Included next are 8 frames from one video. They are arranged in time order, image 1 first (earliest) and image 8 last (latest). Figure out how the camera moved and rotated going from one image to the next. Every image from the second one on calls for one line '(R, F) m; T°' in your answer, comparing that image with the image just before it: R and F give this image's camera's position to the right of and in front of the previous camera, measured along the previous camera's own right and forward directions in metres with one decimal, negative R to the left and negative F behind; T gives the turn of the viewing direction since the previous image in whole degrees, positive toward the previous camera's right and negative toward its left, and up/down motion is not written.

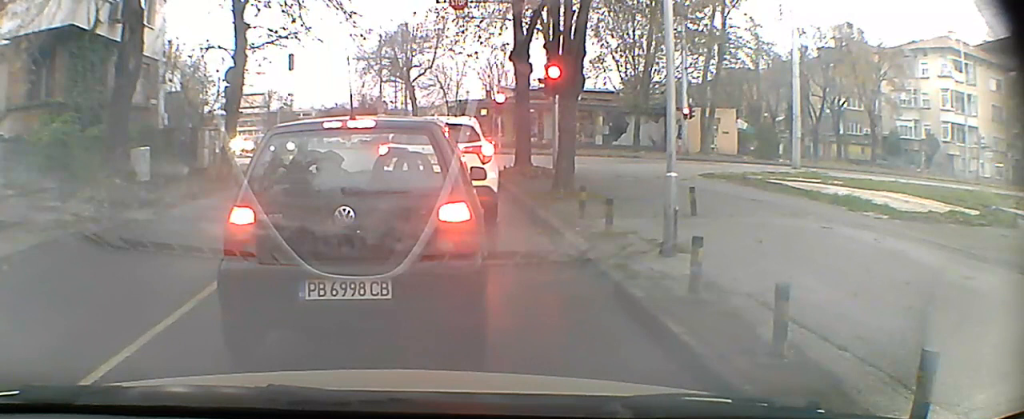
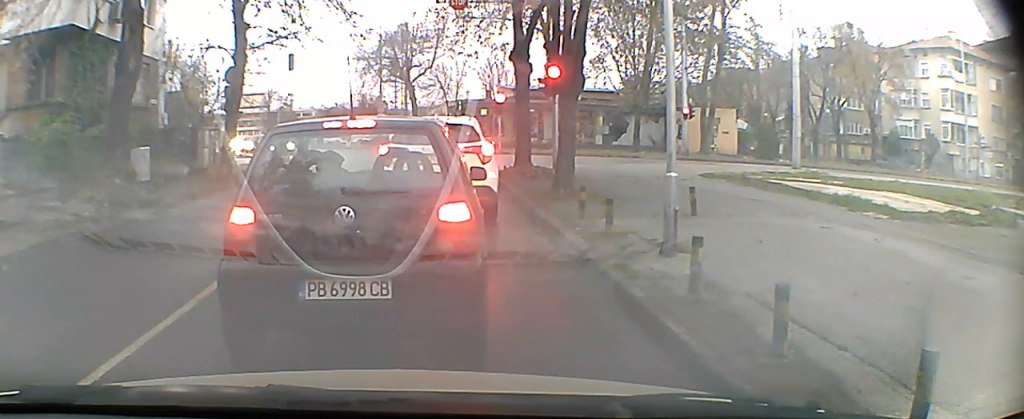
(0.0, 0.0) m; 0°
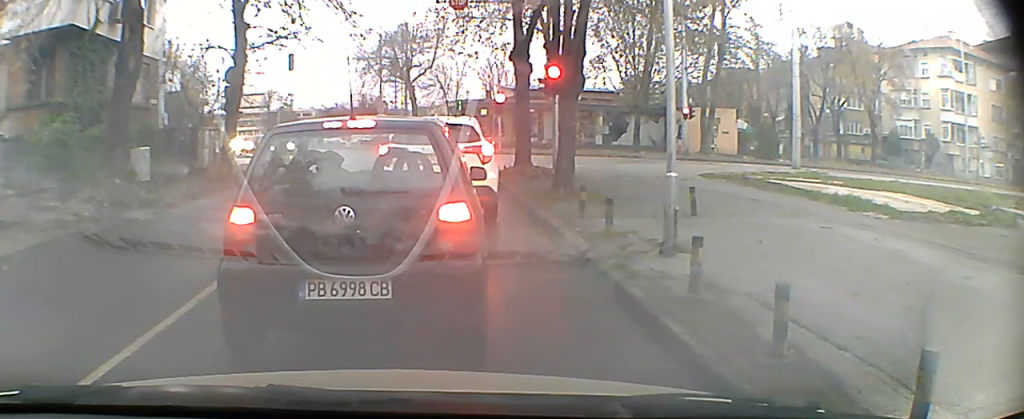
(0.0, 0.0) m; 0°
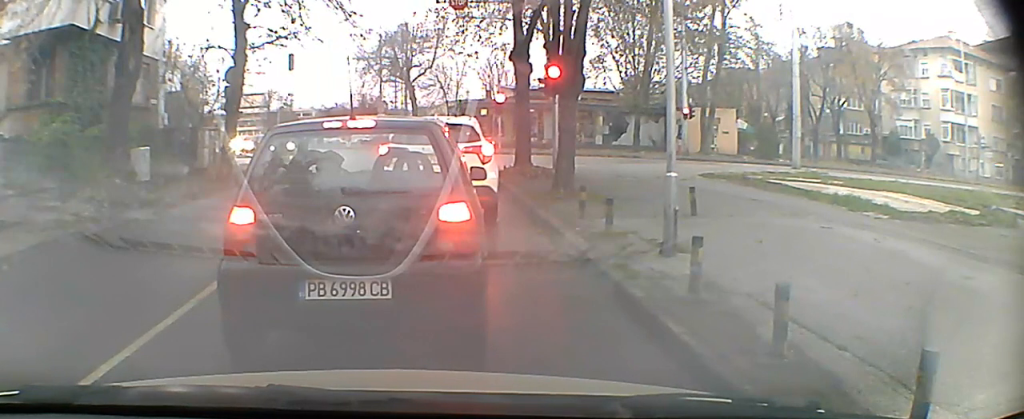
(0.0, 0.0) m; 0°
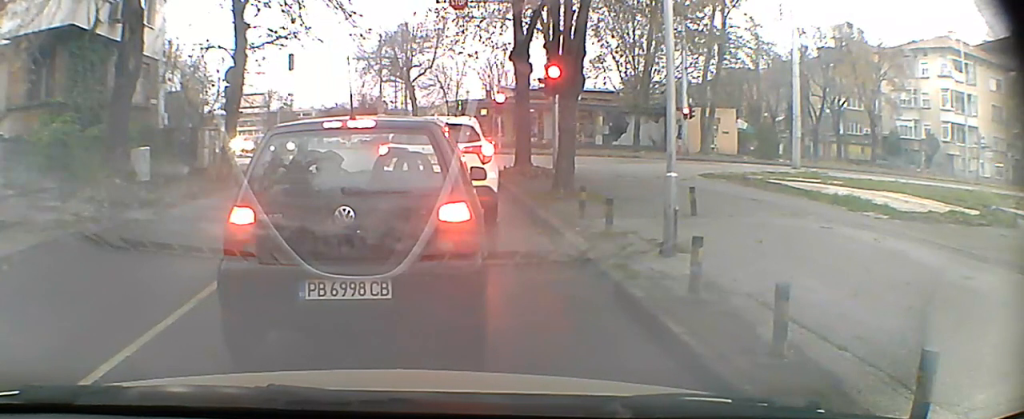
(0.0, 0.0) m; 0°
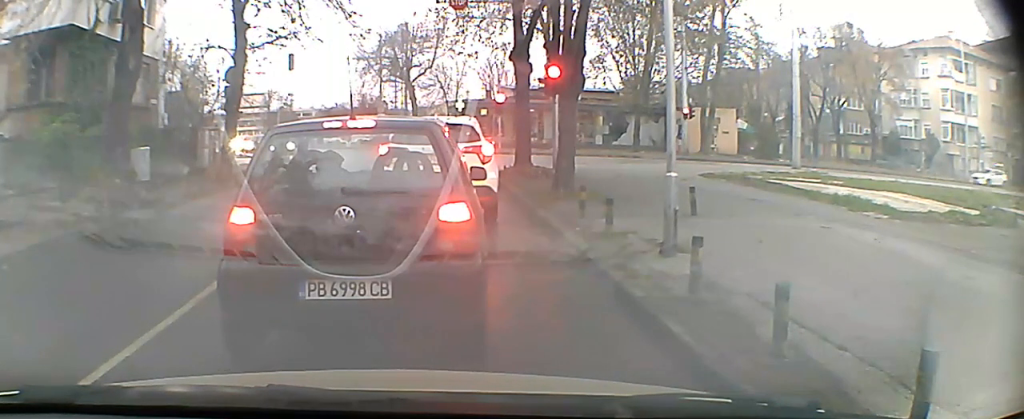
(0.0, 0.0) m; 0°
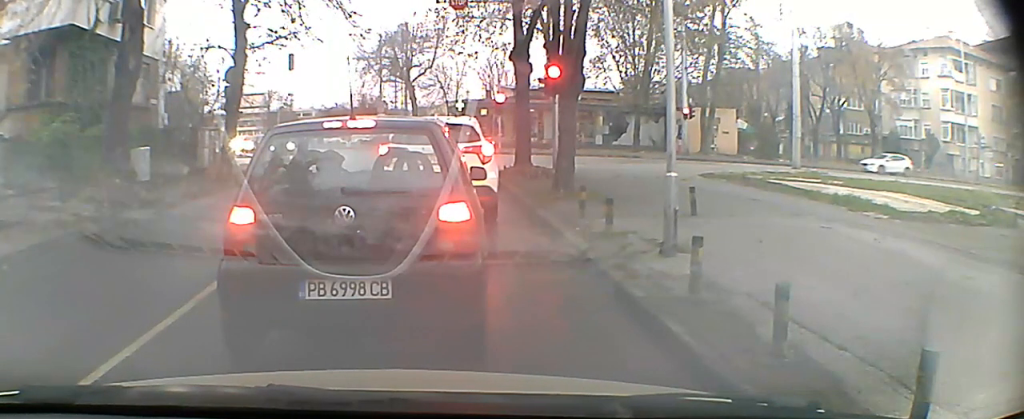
(0.0, 0.0) m; 0°
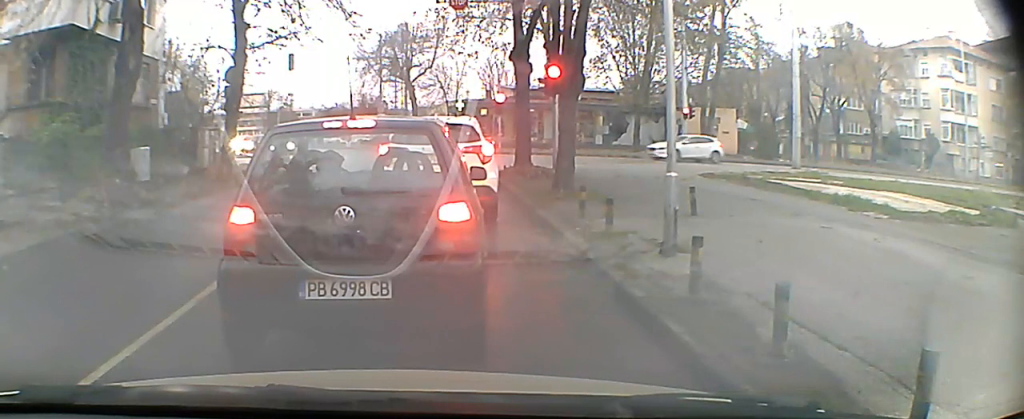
(0.0, 0.0) m; 0°
